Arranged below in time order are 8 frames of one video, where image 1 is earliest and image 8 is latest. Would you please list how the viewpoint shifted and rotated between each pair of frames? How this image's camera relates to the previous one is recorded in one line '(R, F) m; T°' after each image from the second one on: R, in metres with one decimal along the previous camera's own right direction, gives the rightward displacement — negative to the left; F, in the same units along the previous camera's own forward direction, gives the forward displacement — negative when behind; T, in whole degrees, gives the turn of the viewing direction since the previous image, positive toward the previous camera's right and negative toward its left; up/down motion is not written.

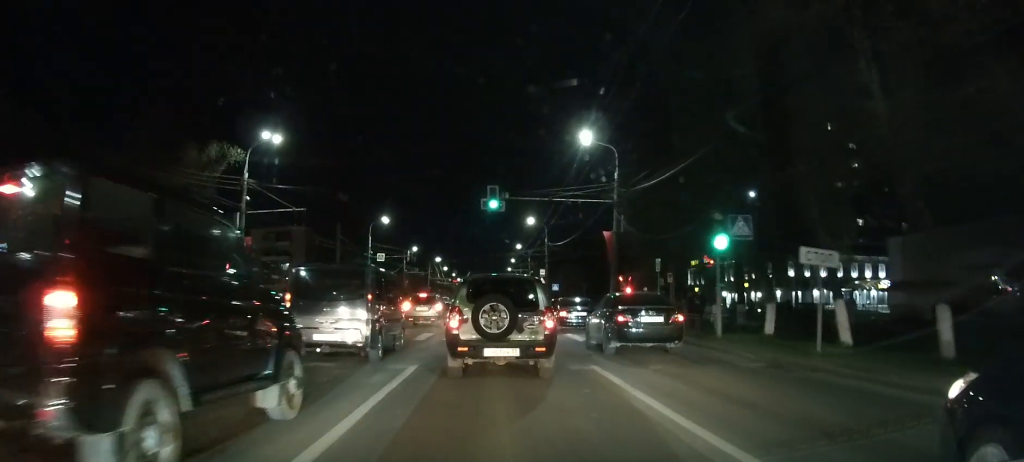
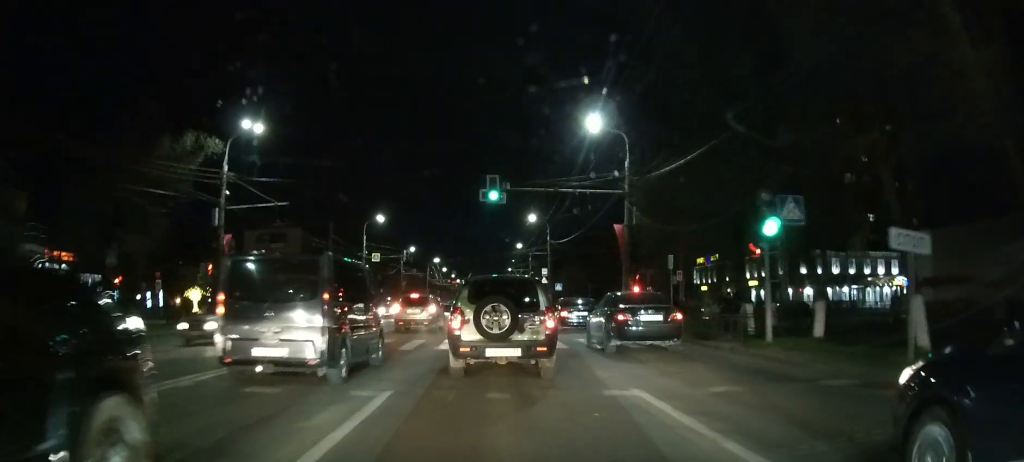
(0.0, +3.3) m; 0°
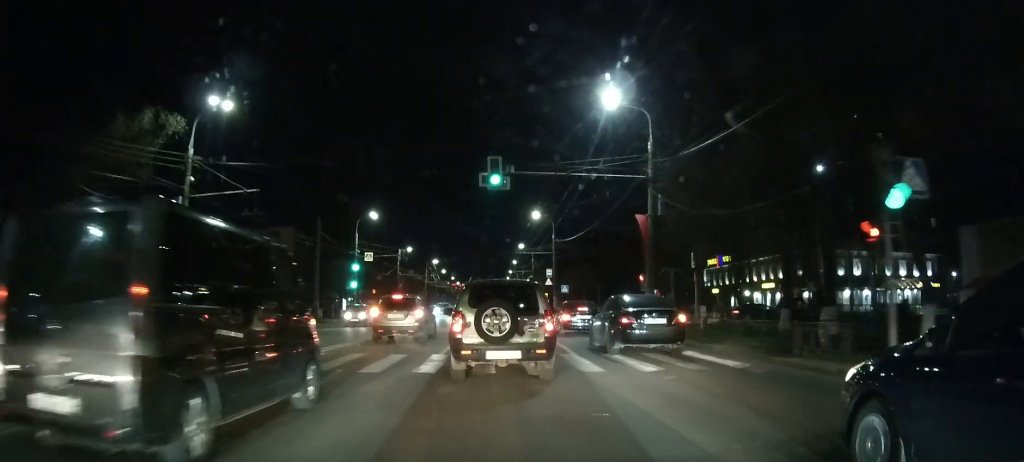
(0.0, +5.0) m; +1°
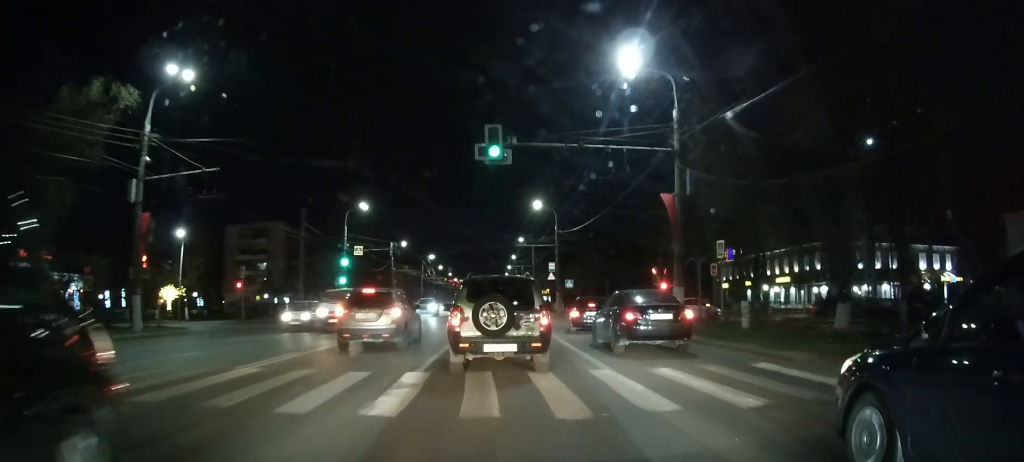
(+0.1, +4.7) m; +1°
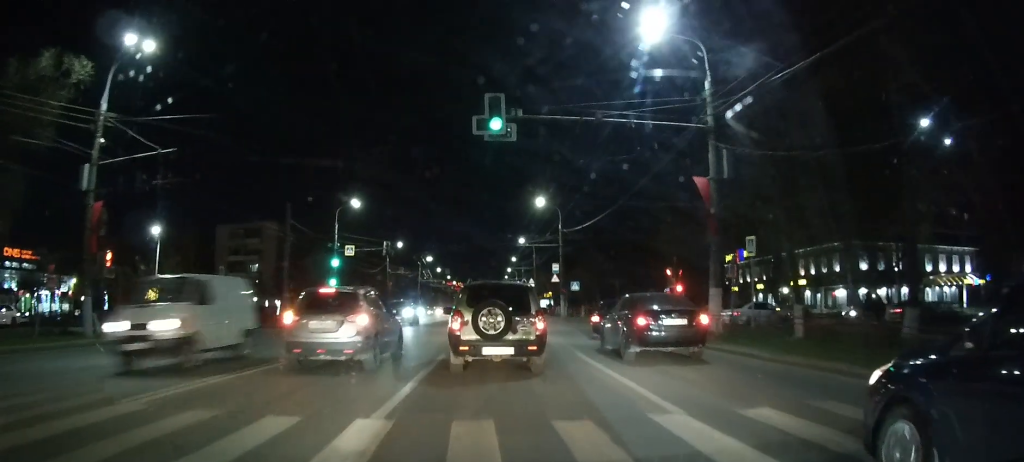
(0.0, +4.2) m; 0°
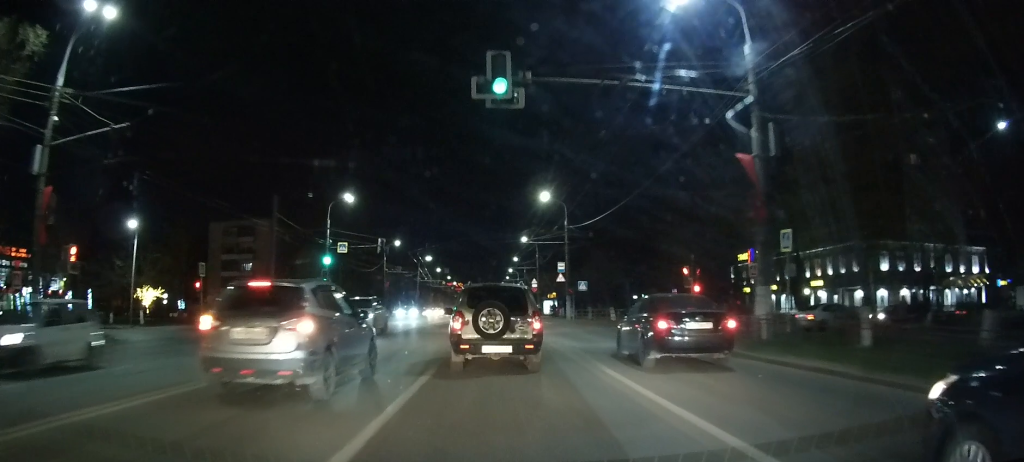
(0.0, +3.6) m; 0°
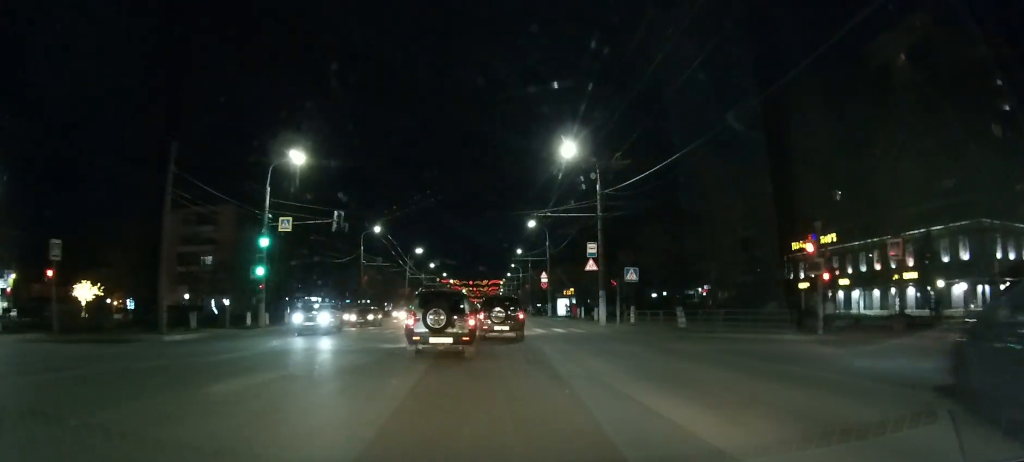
(-0.2, +17.2) m; -1°
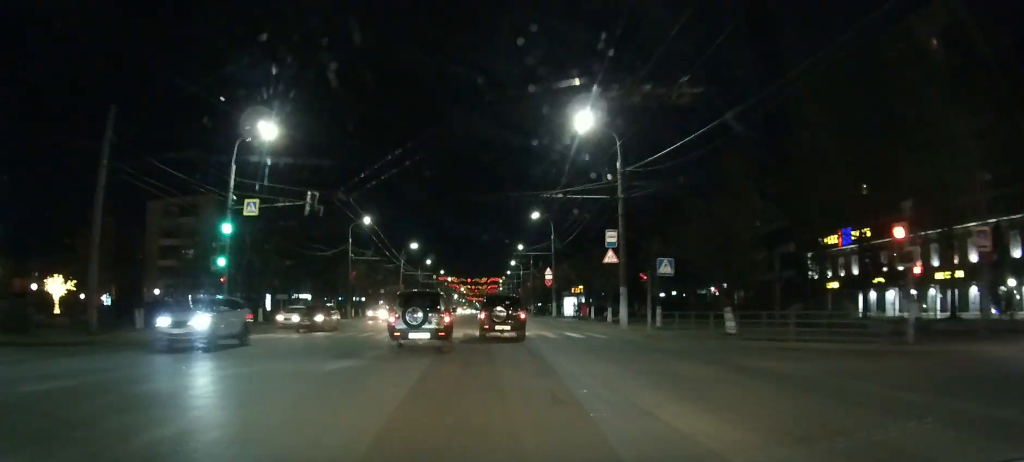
(0.0, +6.7) m; 0°
